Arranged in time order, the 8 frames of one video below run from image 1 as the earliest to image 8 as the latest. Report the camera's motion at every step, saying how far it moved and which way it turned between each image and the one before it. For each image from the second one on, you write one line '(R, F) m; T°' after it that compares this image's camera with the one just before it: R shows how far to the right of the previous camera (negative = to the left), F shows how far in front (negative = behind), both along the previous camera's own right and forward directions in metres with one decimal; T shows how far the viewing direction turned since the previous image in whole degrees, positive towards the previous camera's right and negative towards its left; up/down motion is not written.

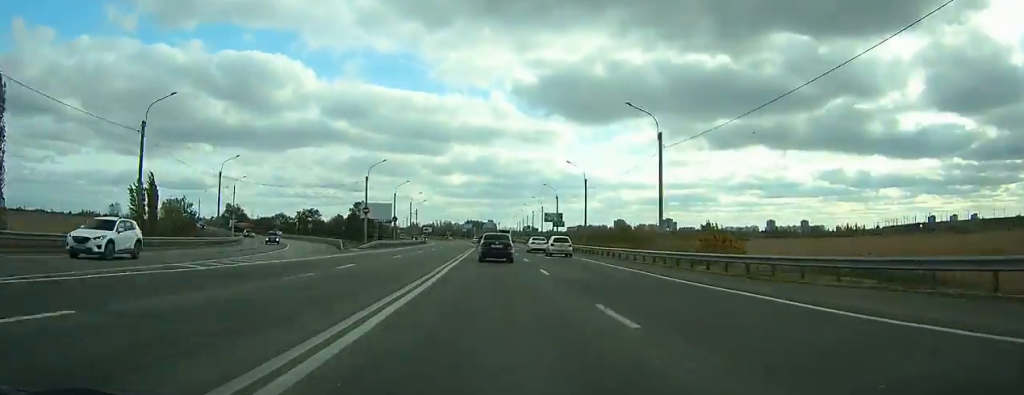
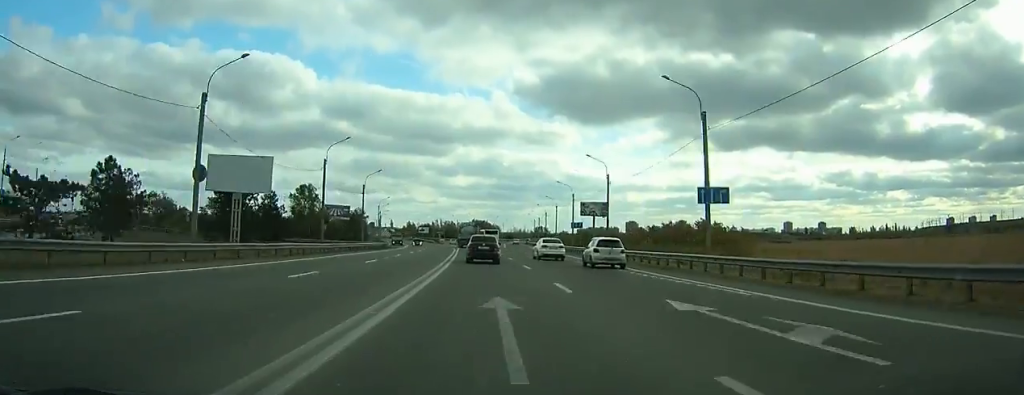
(+0.1, +66.9) m; -1°
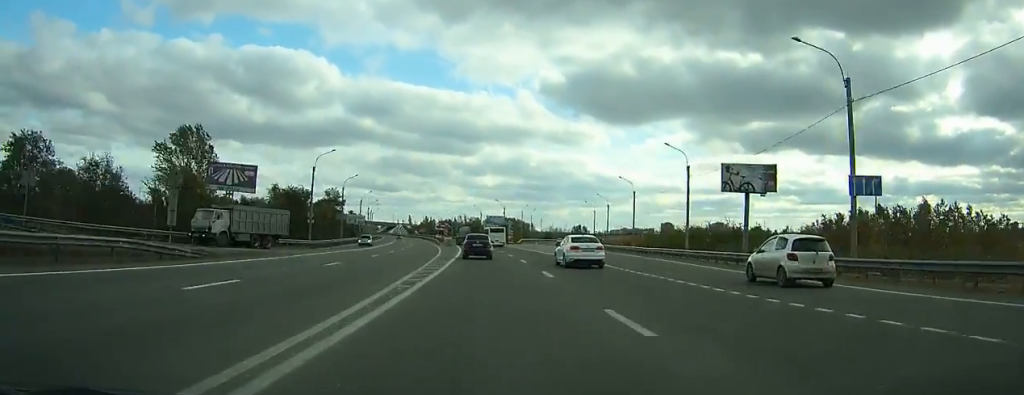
(-1.0, +67.2) m; -2°
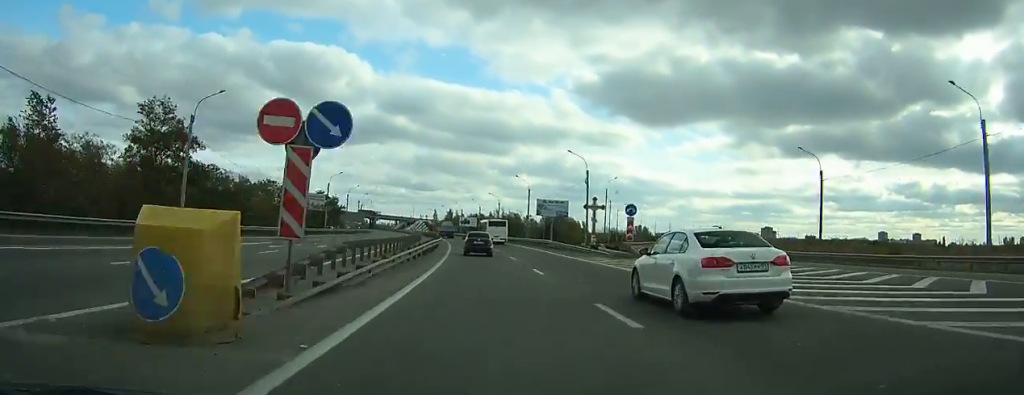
(-3.0, +82.0) m; -4°
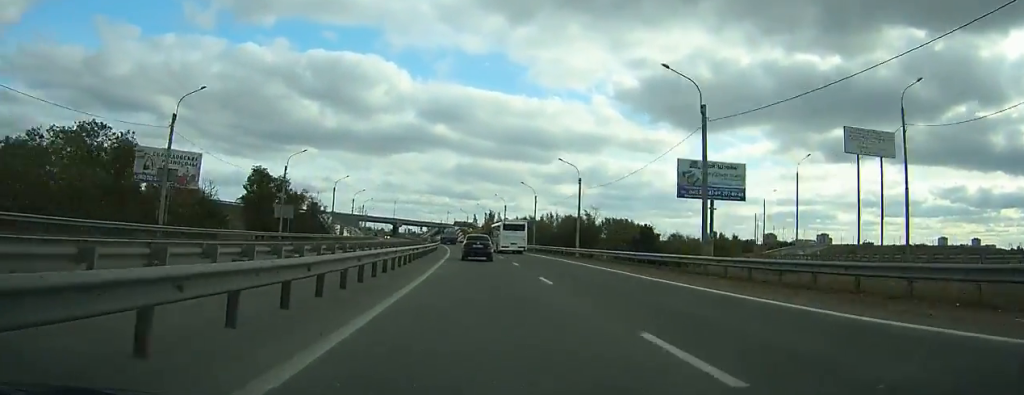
(-1.3, +59.9) m; -4°
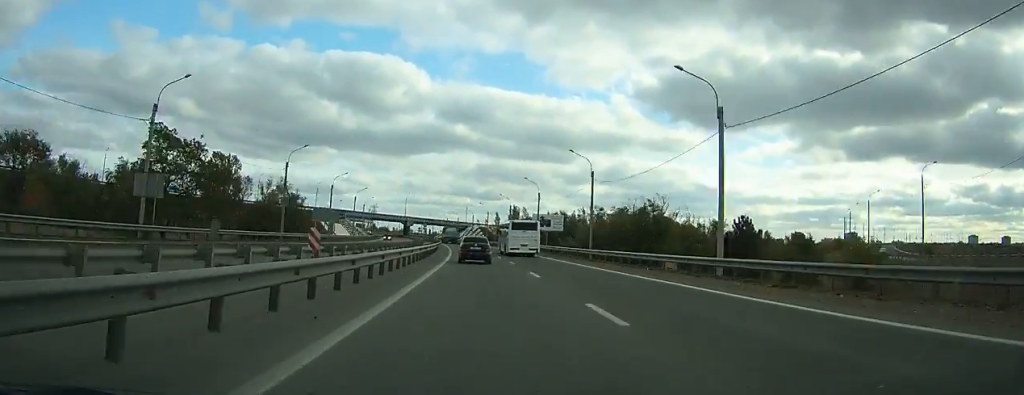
(-0.9, +31.6) m; -2°
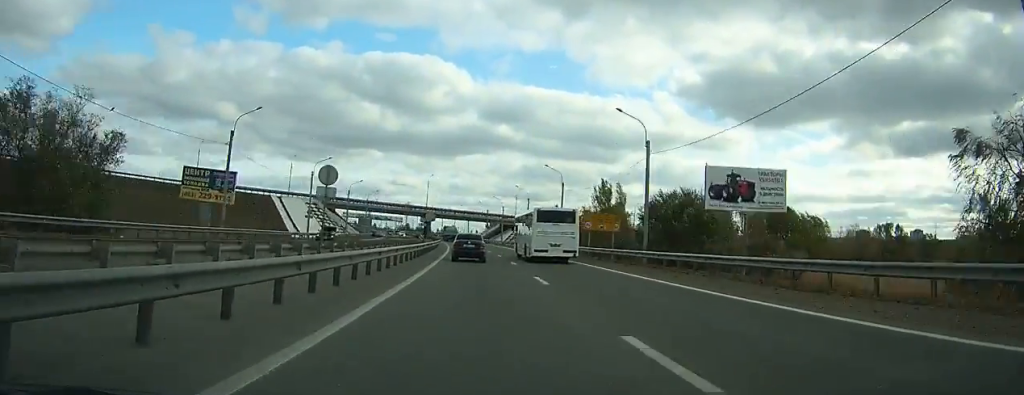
(-3.1, +75.3) m; -5°
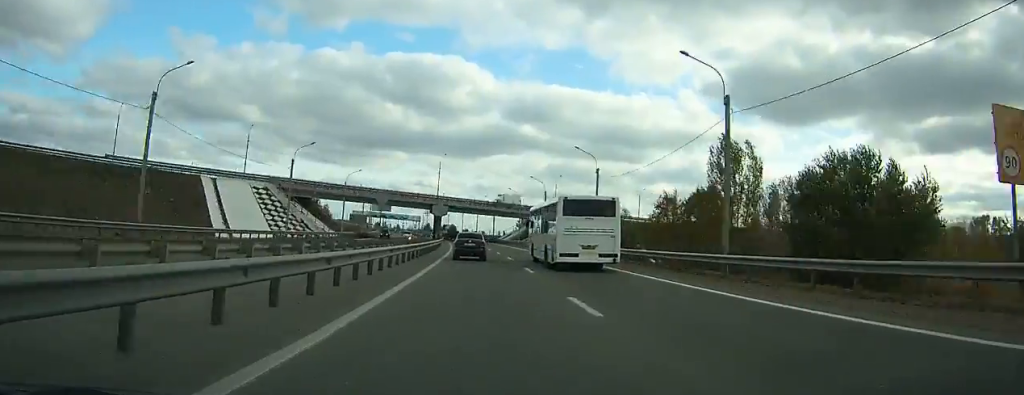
(-1.1, +44.1) m; -3°
